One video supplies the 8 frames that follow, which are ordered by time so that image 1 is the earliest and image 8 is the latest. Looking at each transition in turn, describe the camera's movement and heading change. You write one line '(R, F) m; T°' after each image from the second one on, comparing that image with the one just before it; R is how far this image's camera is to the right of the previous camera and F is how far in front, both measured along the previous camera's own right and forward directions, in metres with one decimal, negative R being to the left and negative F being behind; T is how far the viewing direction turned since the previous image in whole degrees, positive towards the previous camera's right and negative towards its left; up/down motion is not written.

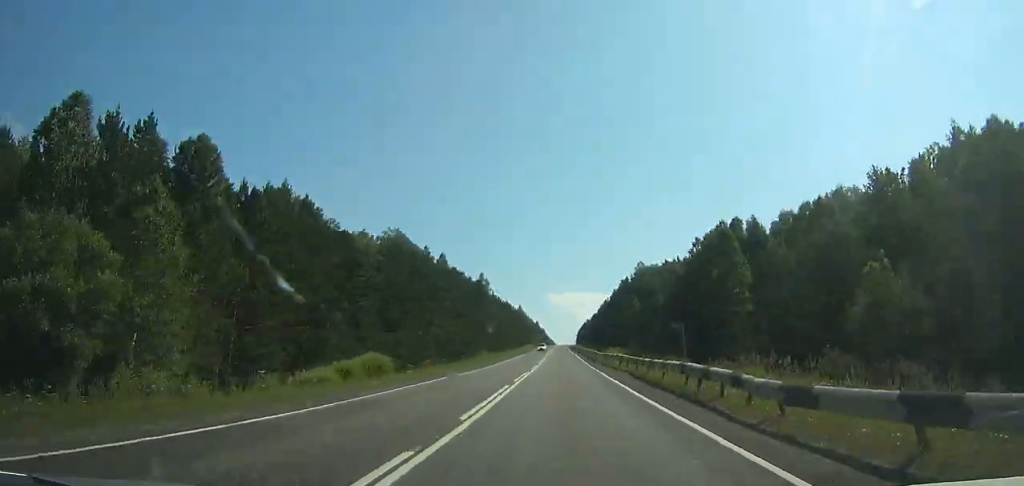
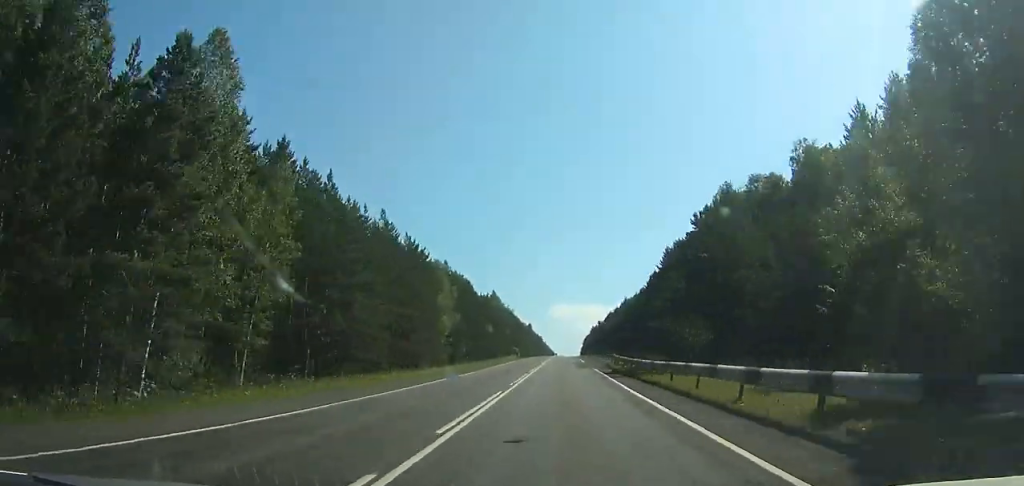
(0.0, +109.3) m; 0°
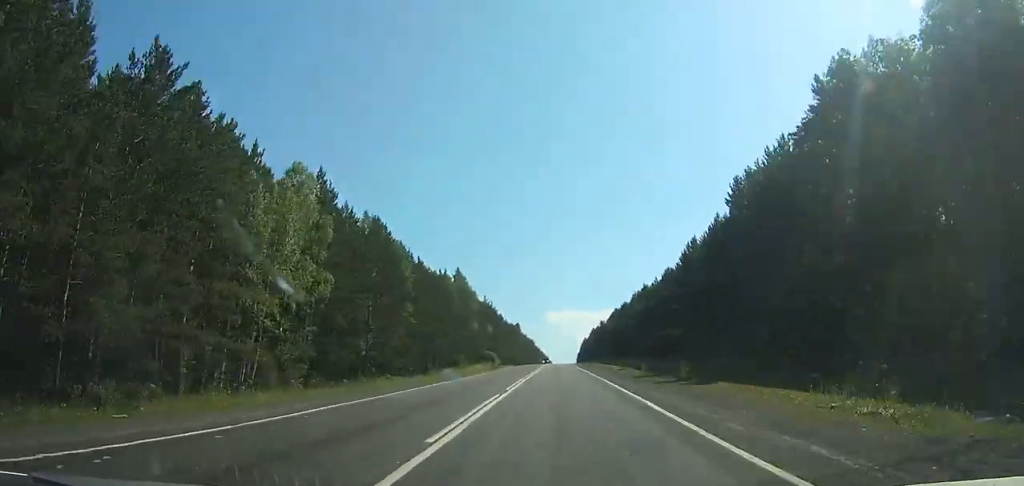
(+0.1, +48.7) m; 0°
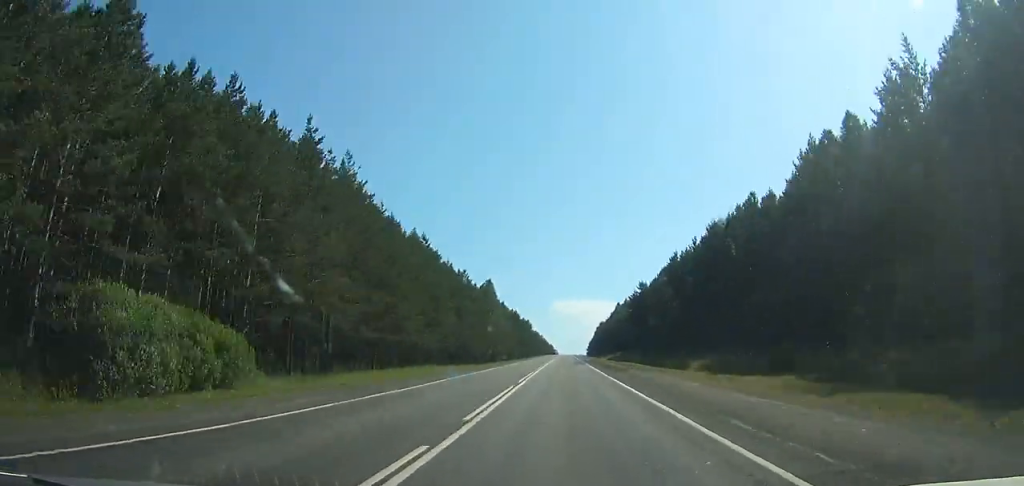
(-0.1, +106.4) m; 0°
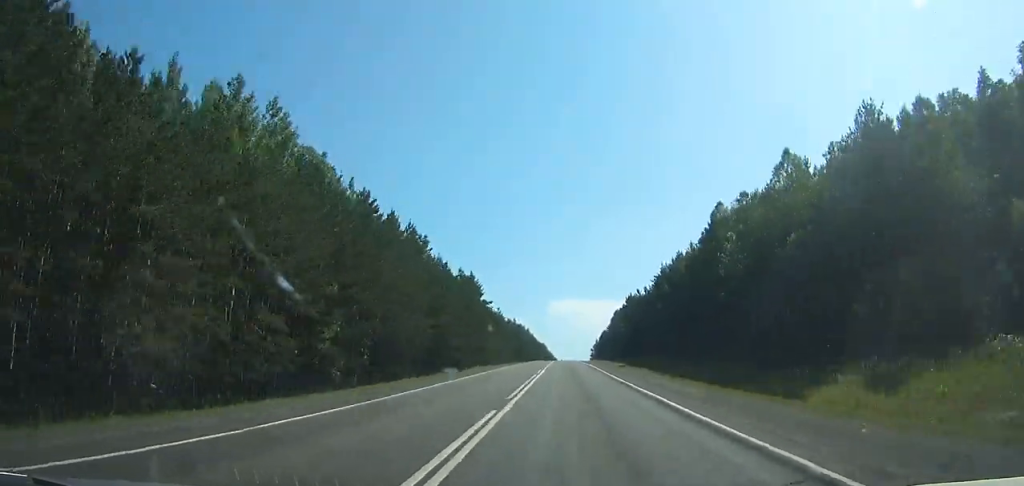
(+0.3, +139.8) m; 0°
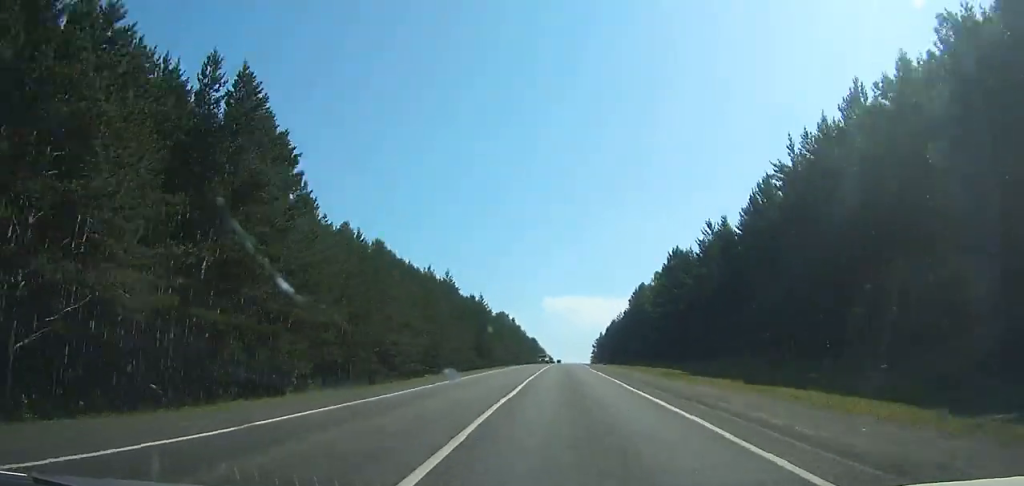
(+0.2, +71.1) m; 0°
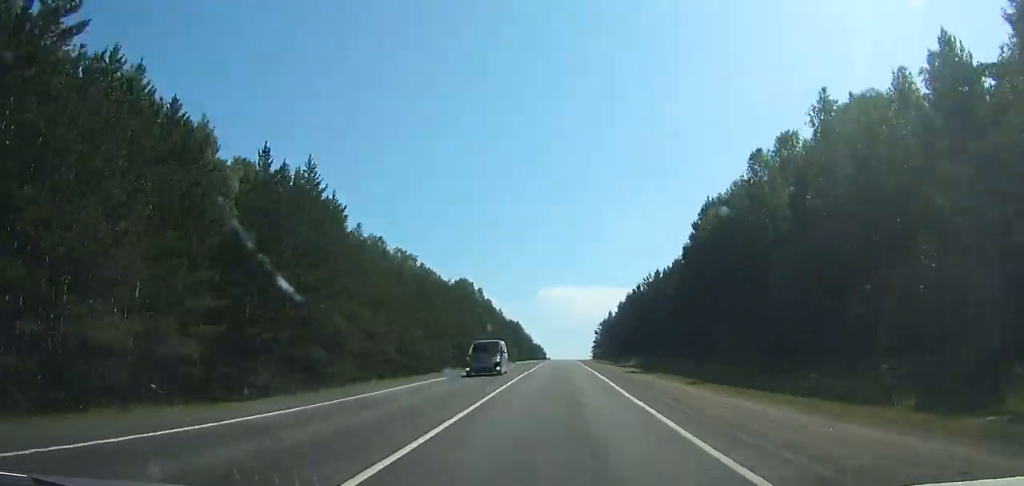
(+0.4, +81.2) m; 0°
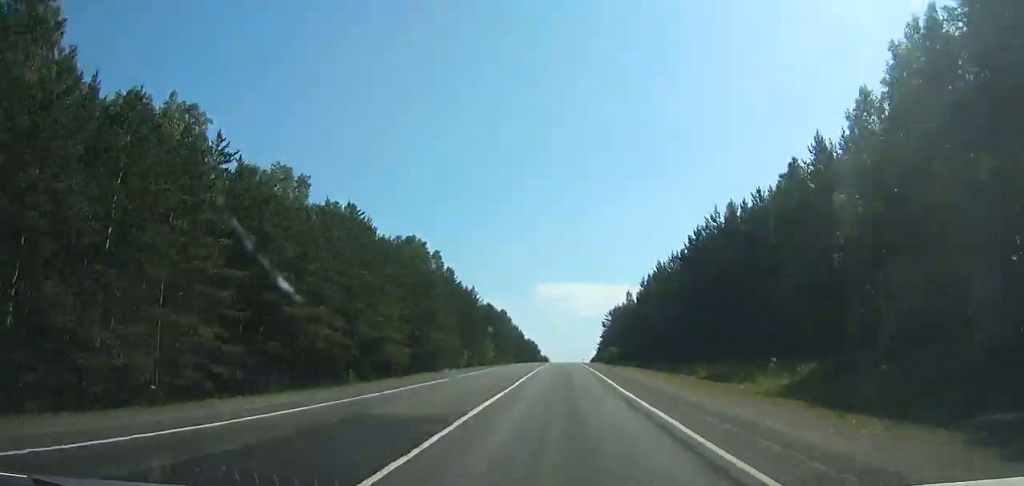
(0.0, +55.3) m; 0°
